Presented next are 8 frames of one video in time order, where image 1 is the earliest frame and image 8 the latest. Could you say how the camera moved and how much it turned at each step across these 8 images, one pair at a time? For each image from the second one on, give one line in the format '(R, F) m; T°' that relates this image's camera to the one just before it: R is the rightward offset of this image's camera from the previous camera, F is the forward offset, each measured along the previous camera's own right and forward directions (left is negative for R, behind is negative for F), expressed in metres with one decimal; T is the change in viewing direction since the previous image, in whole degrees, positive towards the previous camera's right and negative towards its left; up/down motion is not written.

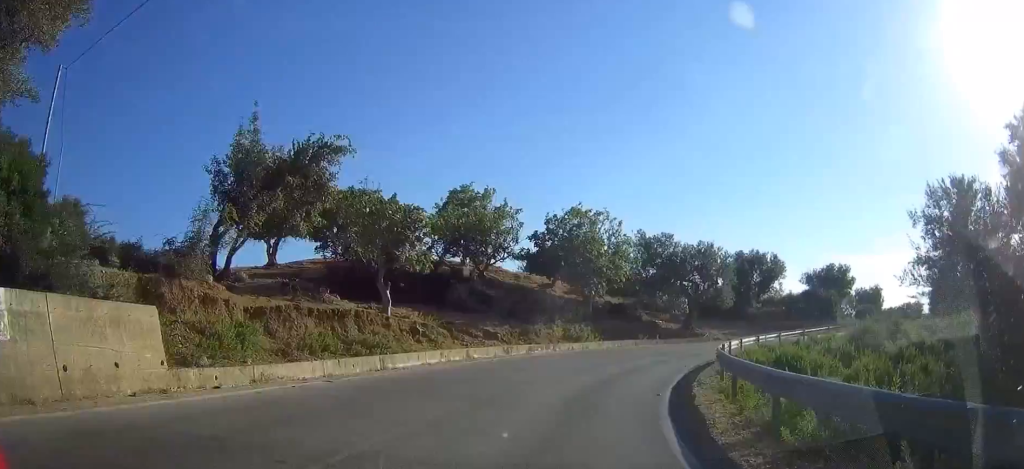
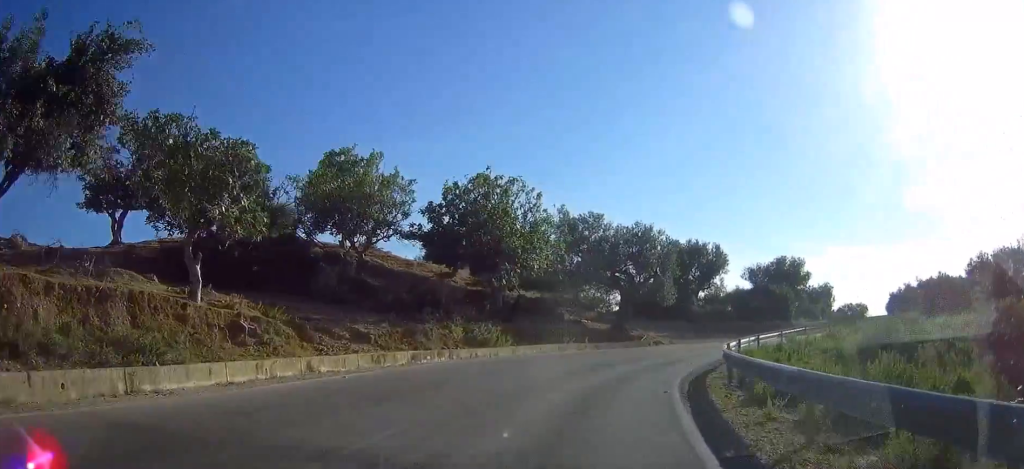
(+1.2, +9.3) m; +6°
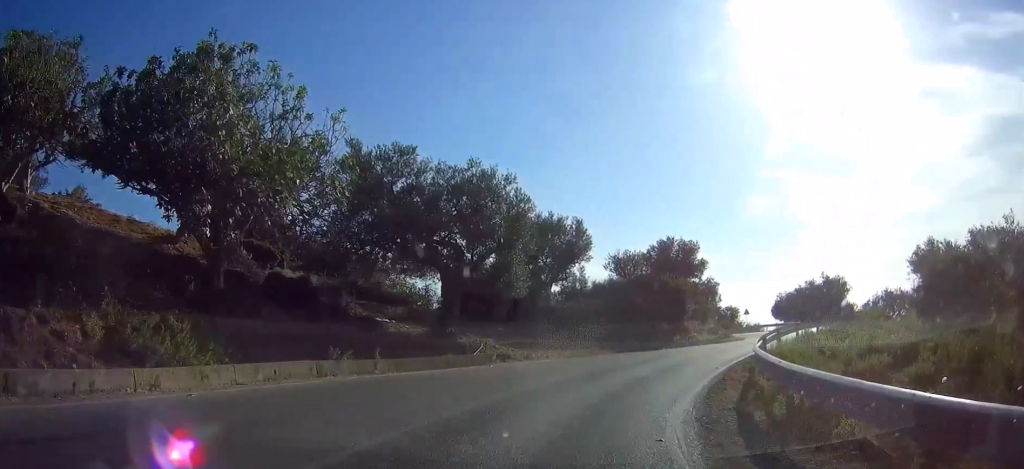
(+0.8, +15.6) m; +12°
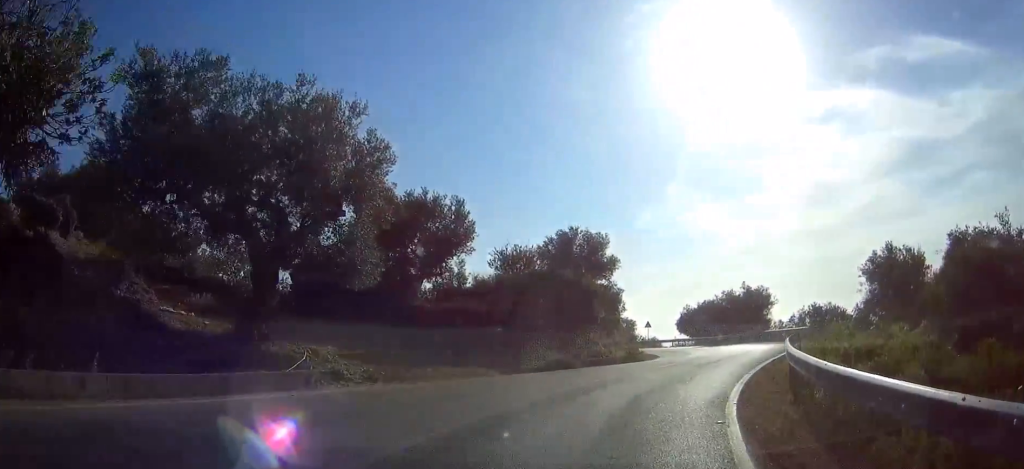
(+0.9, +8.7) m; +10°
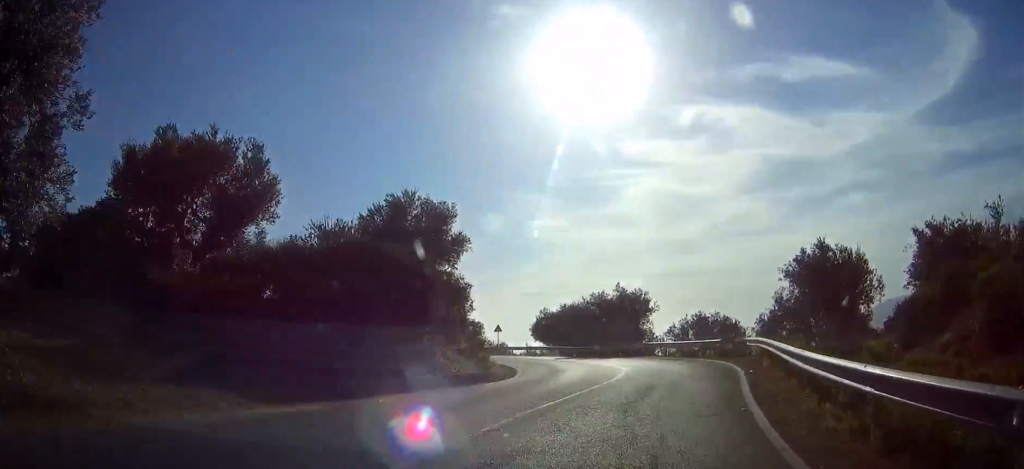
(+0.7, +9.8) m; +13°
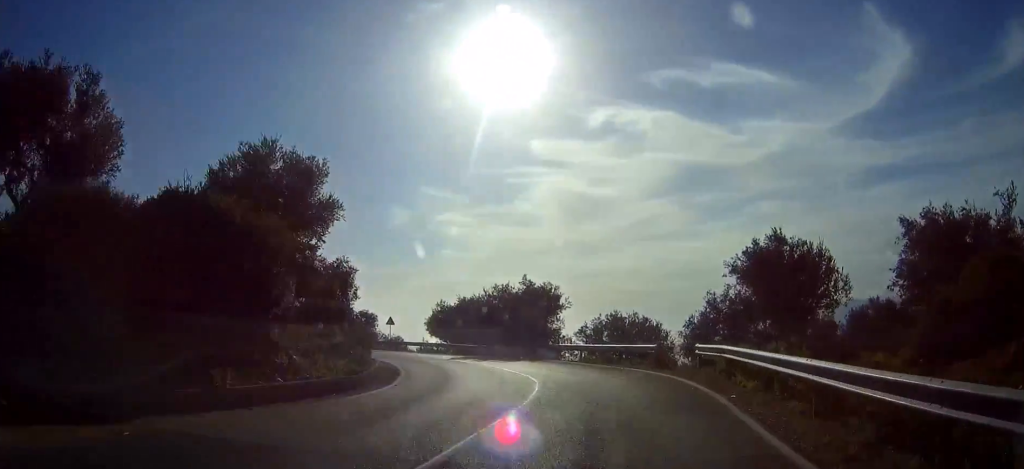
(+0.9, +5.8) m; +5°
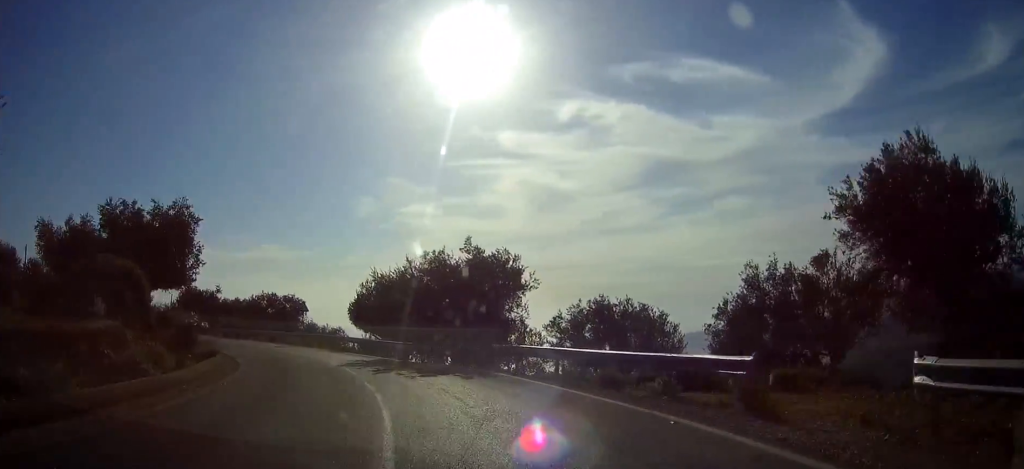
(+1.6, +14.8) m; +3°
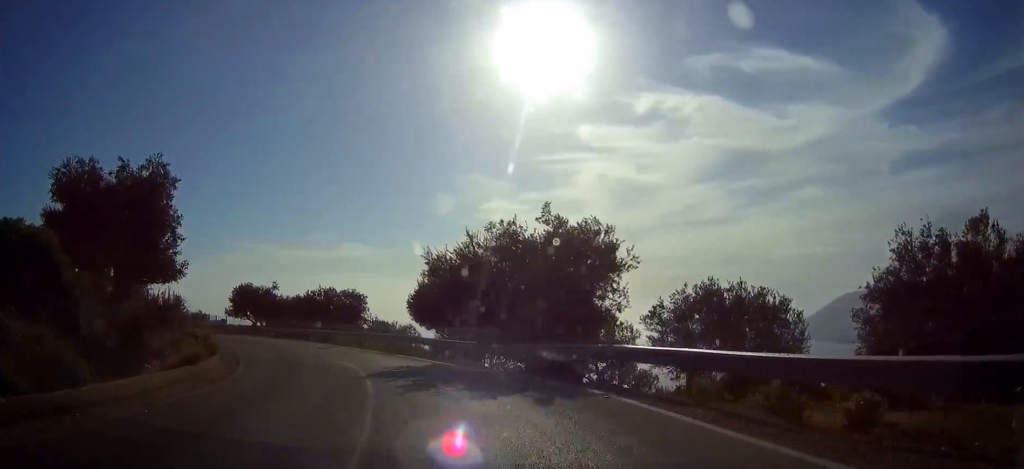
(+0.1, +6.3) m; -3°
